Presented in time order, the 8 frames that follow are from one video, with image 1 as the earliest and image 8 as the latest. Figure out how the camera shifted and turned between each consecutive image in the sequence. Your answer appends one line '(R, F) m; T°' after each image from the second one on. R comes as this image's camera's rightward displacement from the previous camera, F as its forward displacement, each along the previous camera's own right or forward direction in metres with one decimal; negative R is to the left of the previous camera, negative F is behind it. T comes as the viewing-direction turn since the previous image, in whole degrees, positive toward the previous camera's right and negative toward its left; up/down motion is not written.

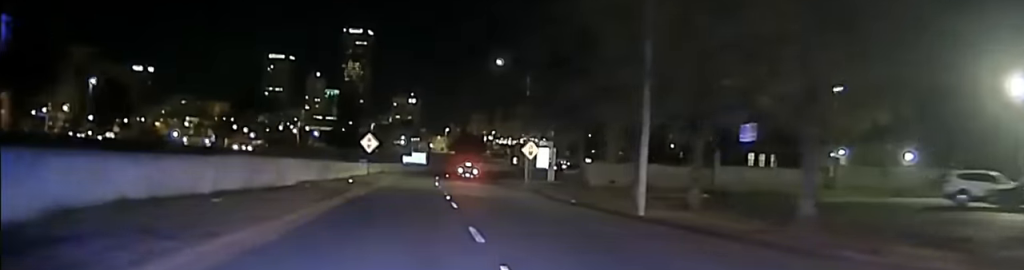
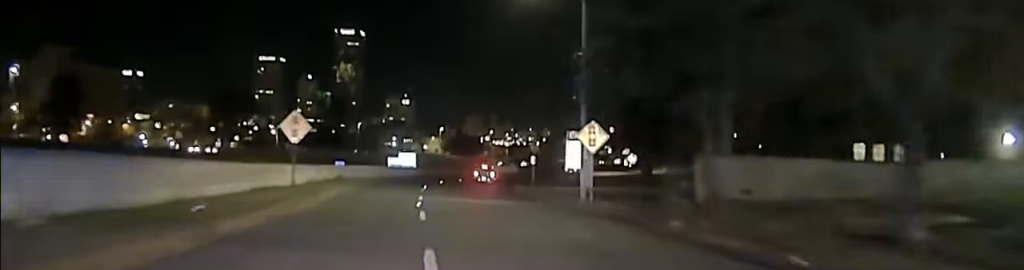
(+0.2, +28.1) m; +1°
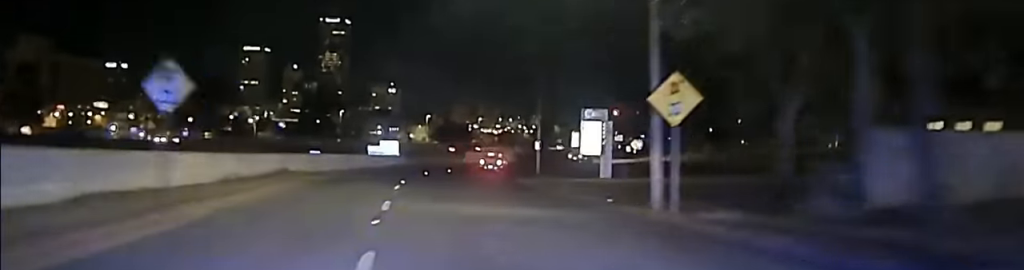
(0.0, +14.4) m; +1°
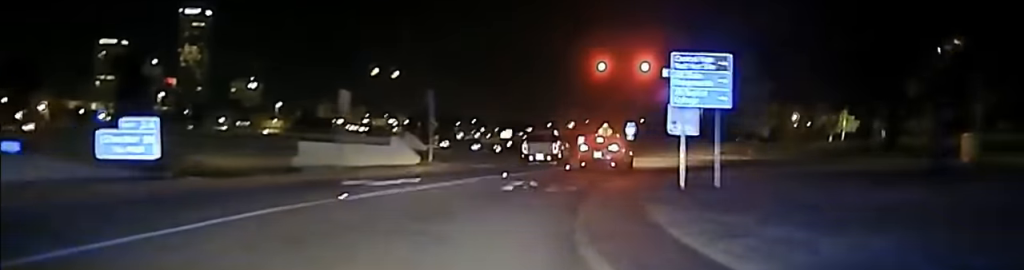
(+4.3, +64.2) m; +12°
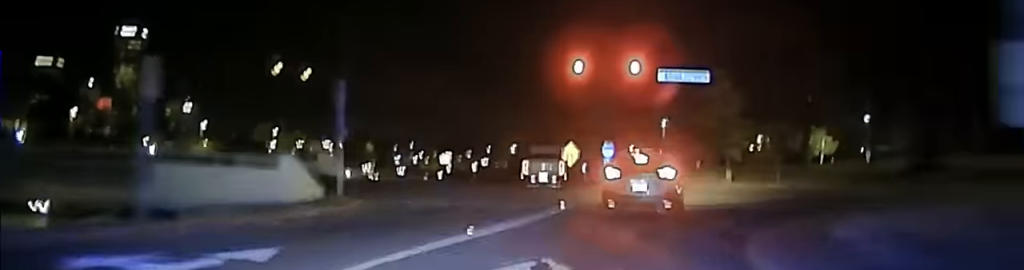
(+1.1, +15.4) m; +5°
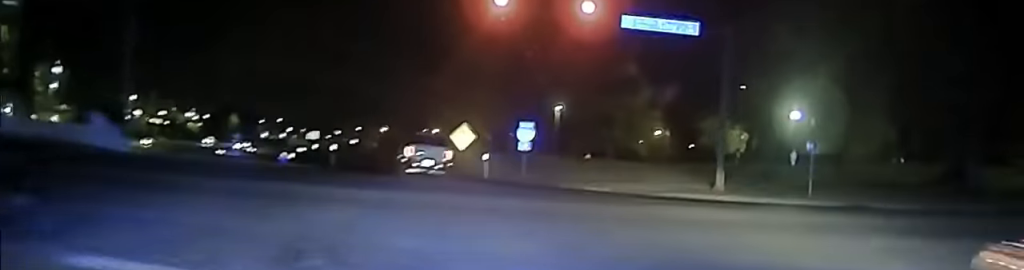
(+0.8, +18.8) m; +1°
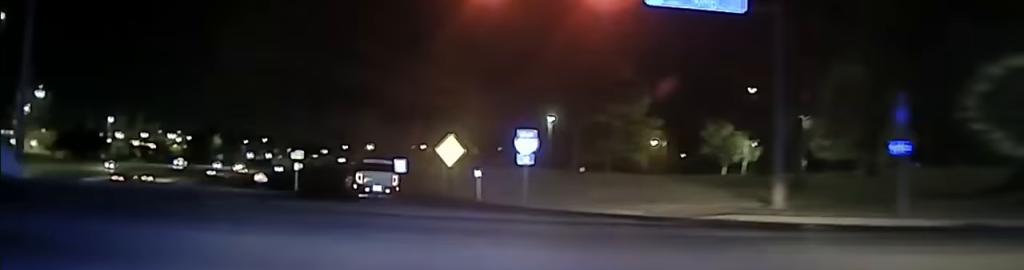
(0.0, +9.0) m; -2°
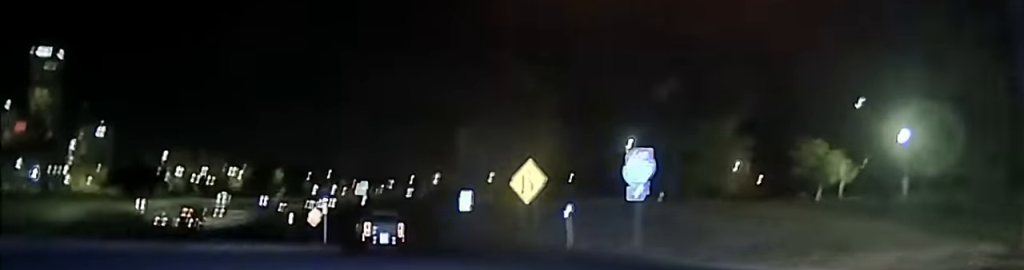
(-0.3, +10.9) m; -4°
